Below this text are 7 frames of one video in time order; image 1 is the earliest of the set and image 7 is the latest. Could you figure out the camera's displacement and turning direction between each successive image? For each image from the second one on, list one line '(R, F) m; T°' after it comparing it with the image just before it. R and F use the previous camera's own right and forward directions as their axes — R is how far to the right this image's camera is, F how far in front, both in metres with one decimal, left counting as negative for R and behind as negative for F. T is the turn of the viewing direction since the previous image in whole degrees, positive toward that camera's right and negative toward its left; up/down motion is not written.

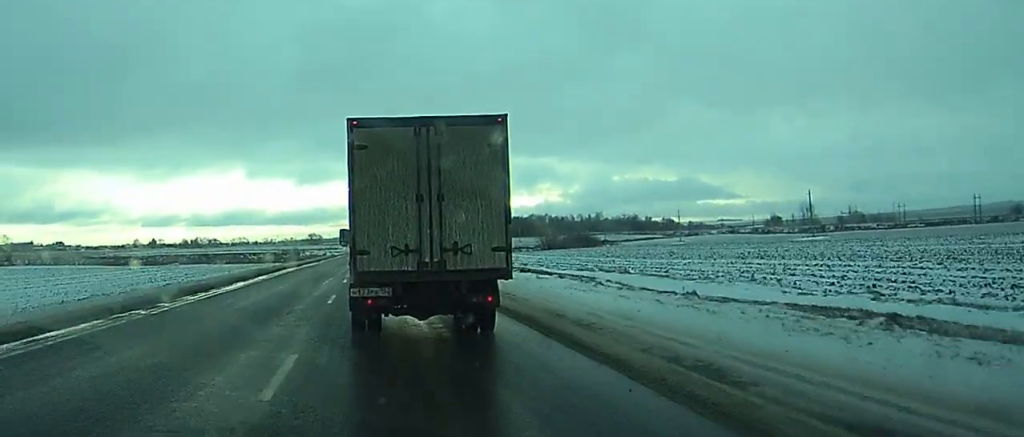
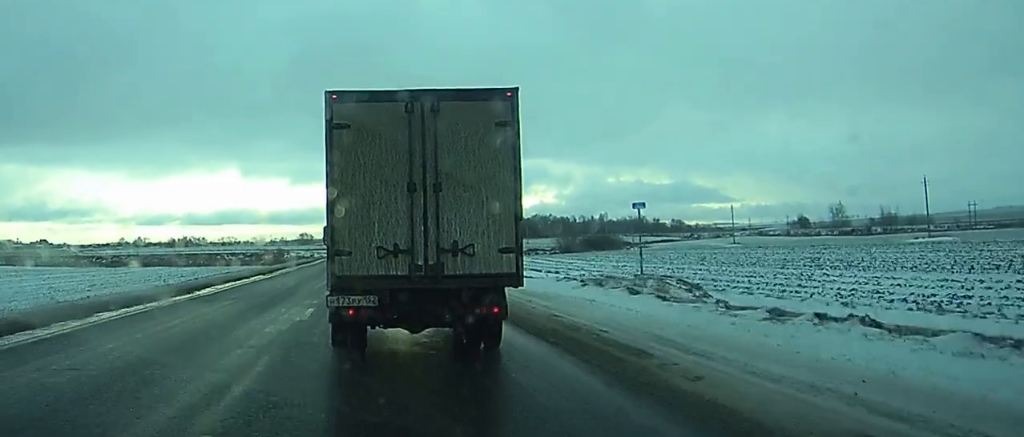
(+0.2, +40.1) m; +1°
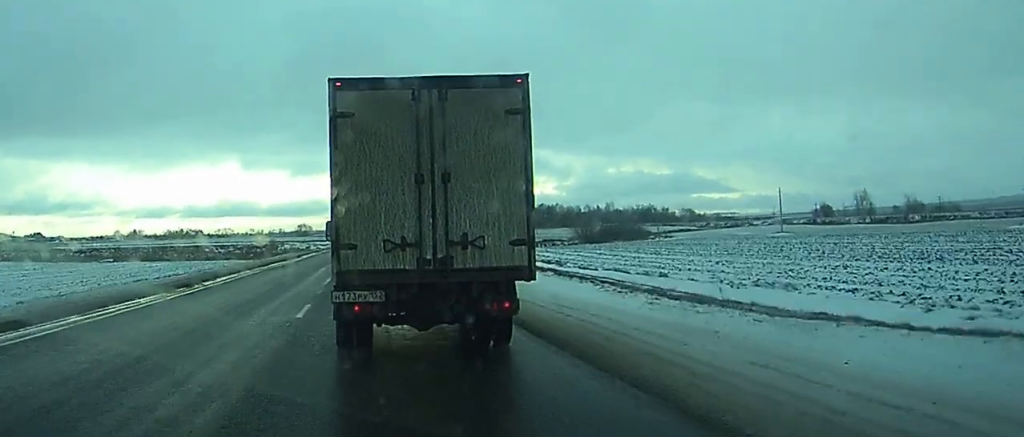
(0.0, +24.8) m; 0°
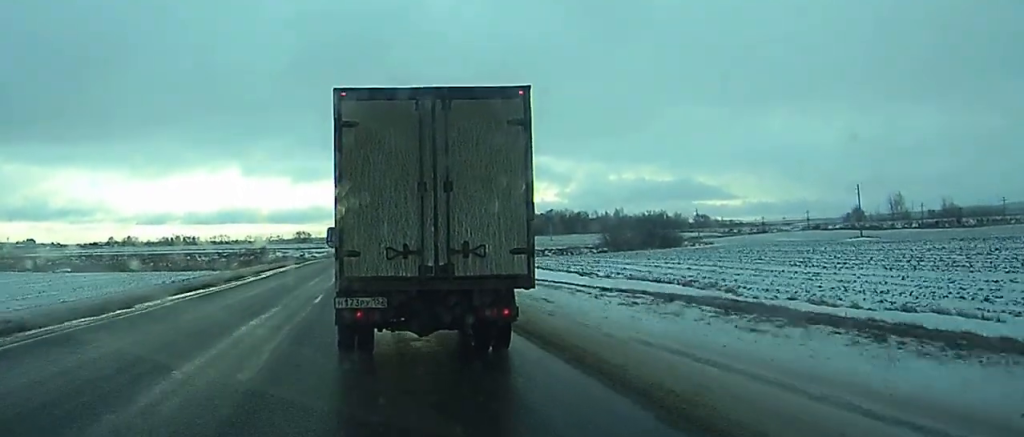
(-0.1, +30.7) m; 0°
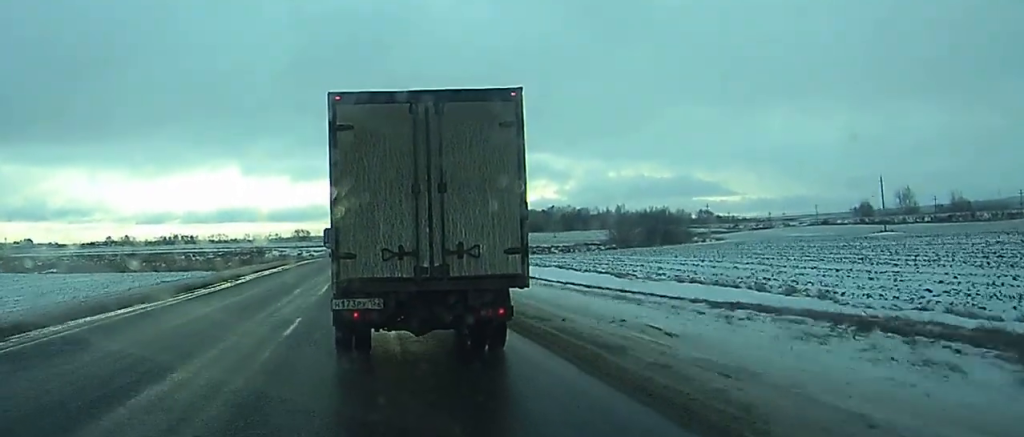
(0.0, +7.7) m; 0°
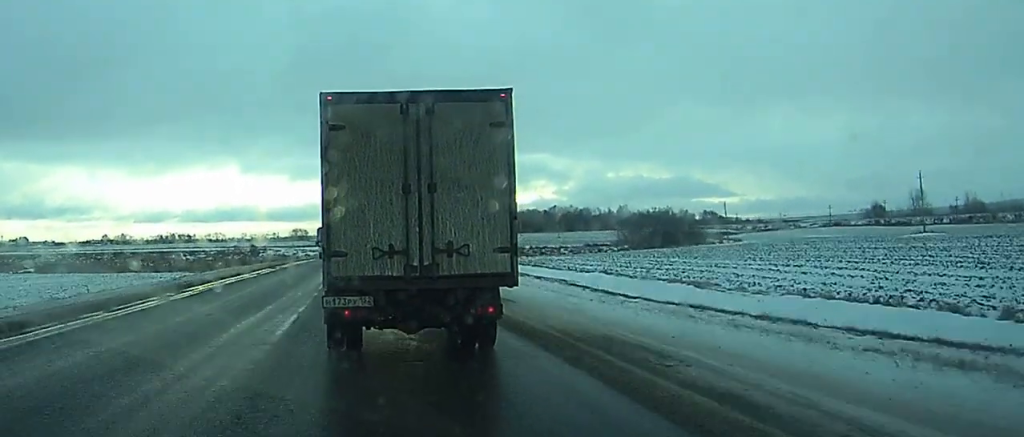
(0.0, +11.5) m; 0°
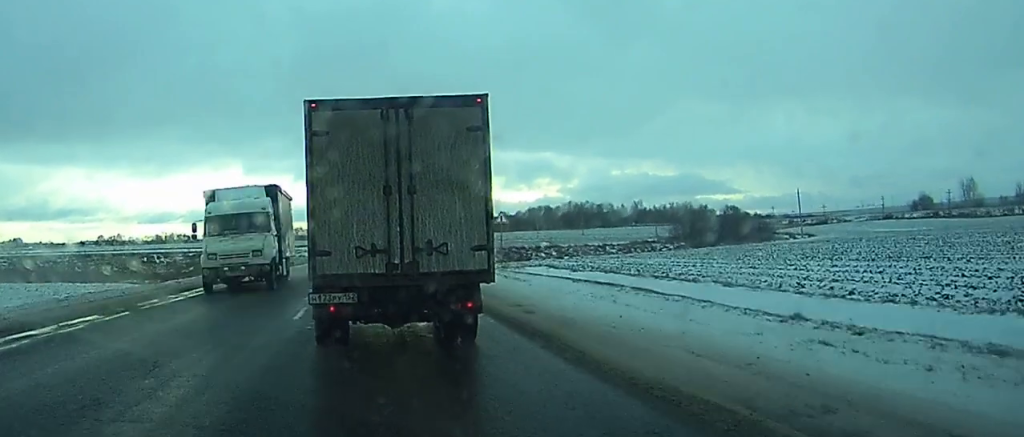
(0.0, +34.1) m; 0°
